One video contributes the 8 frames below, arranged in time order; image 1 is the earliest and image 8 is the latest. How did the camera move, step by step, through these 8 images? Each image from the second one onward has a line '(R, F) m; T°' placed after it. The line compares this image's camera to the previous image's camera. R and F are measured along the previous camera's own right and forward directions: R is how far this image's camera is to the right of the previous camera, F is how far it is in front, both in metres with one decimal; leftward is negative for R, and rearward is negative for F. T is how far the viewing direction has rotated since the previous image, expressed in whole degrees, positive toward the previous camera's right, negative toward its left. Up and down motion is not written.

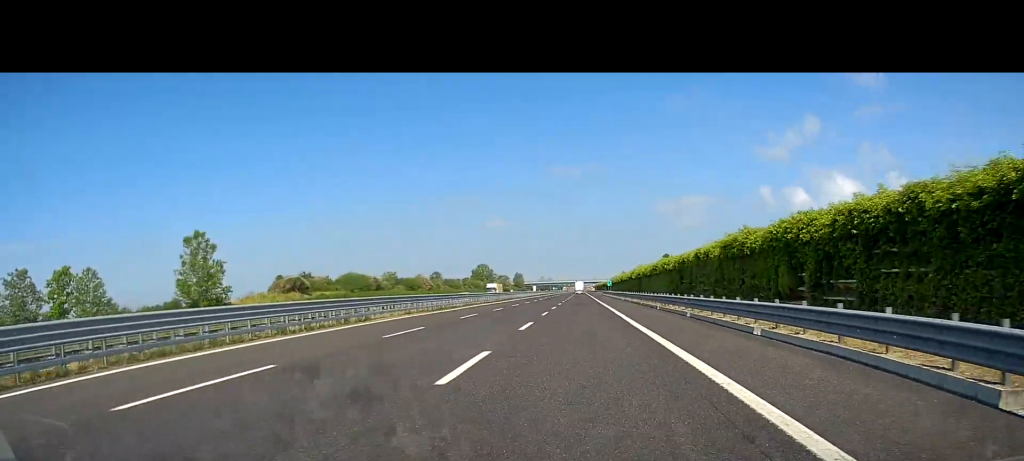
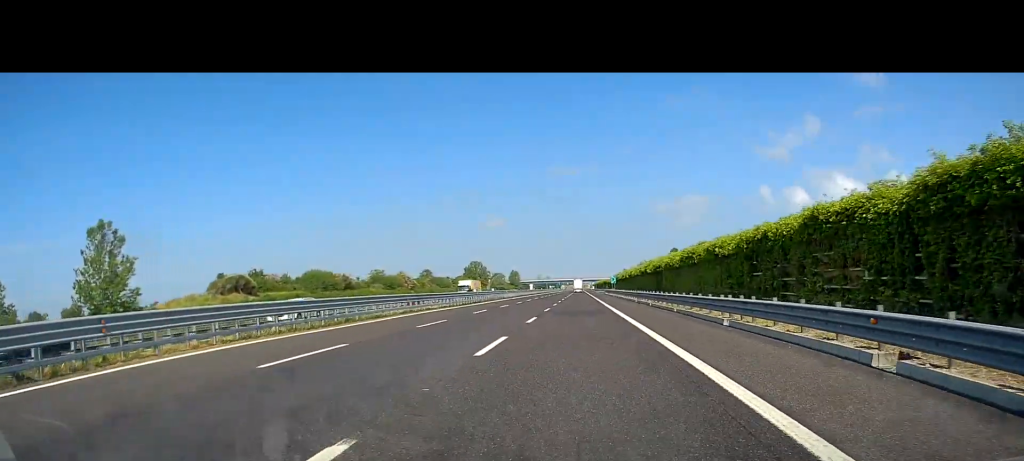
(+0.3, +20.1) m; 0°
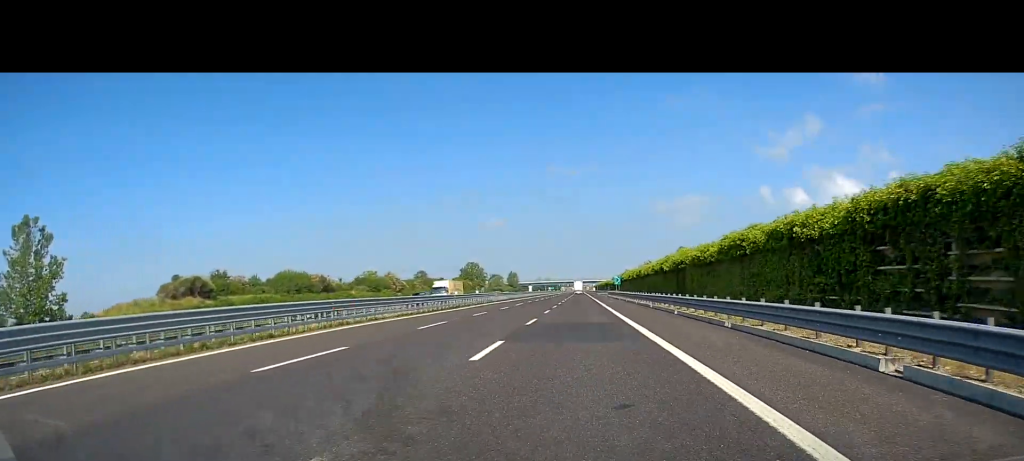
(-0.1, +12.3) m; 0°
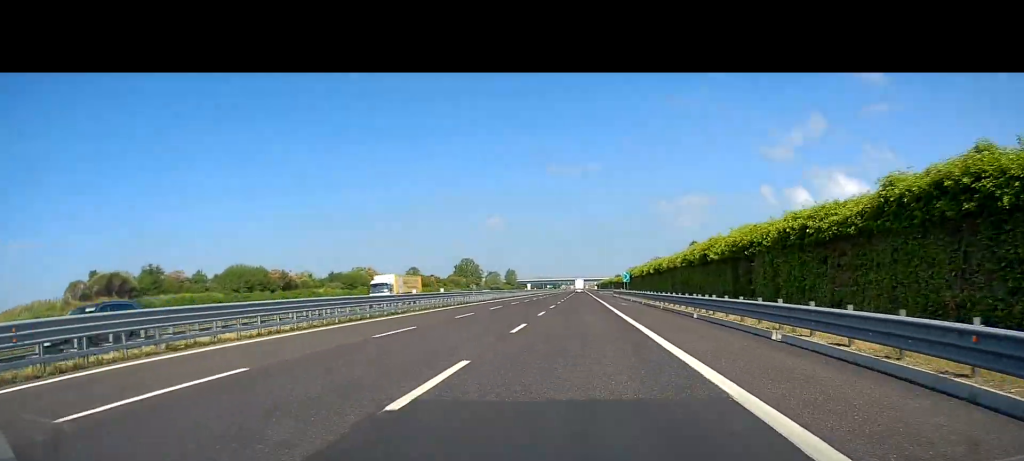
(-0.3, +17.5) m; 0°
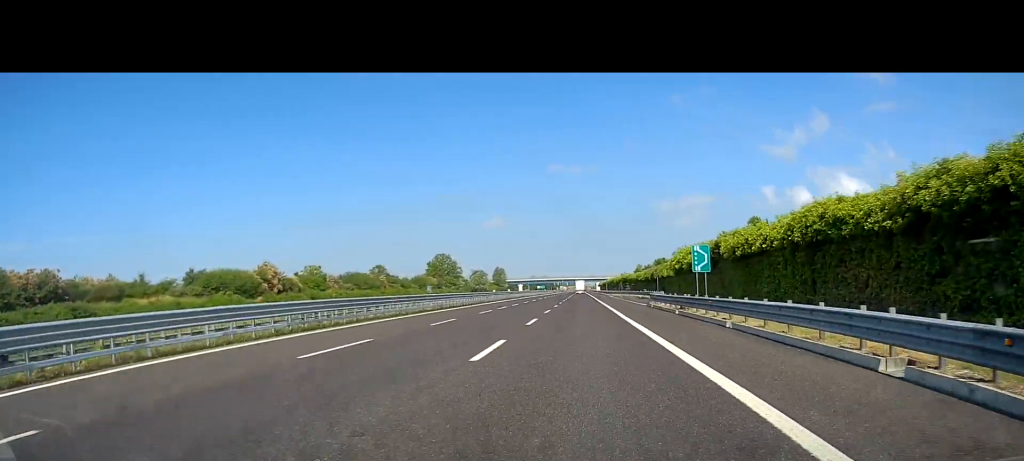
(-0.1, +54.4) m; -1°
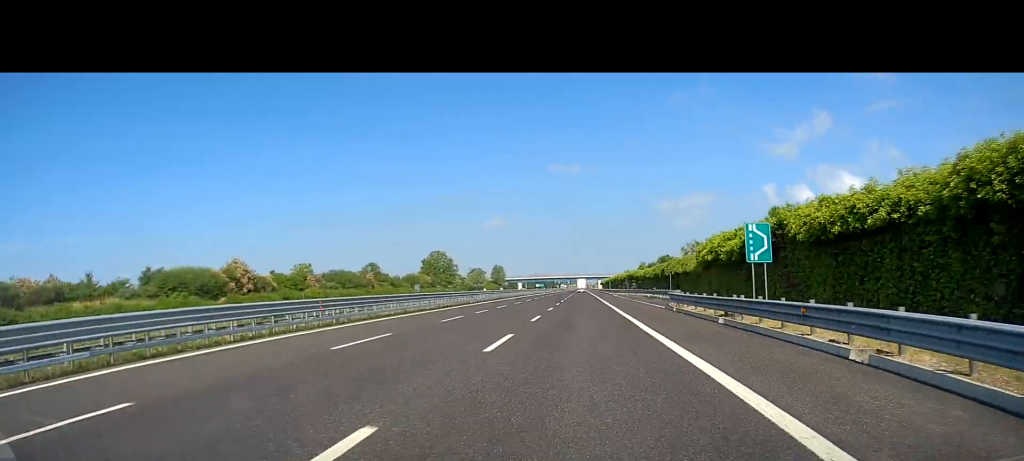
(0.0, +10.5) m; 0°
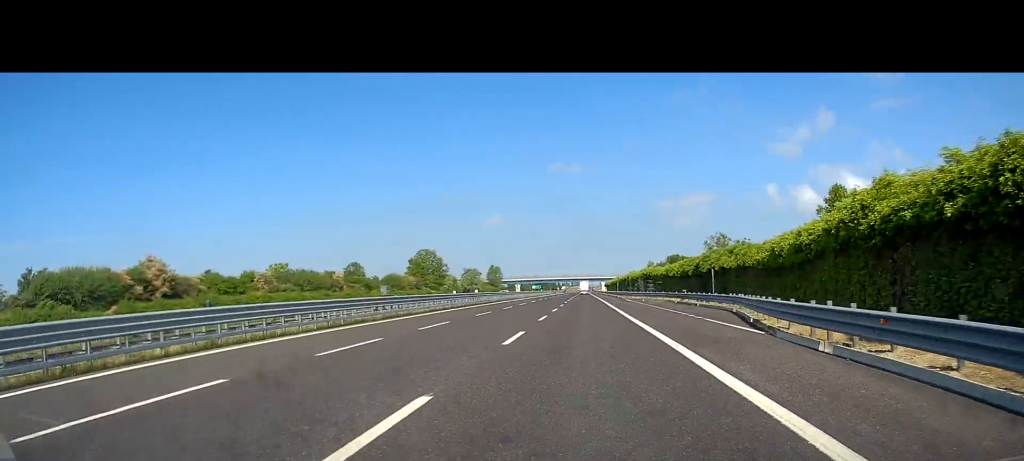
(0.0, +22.0) m; 0°
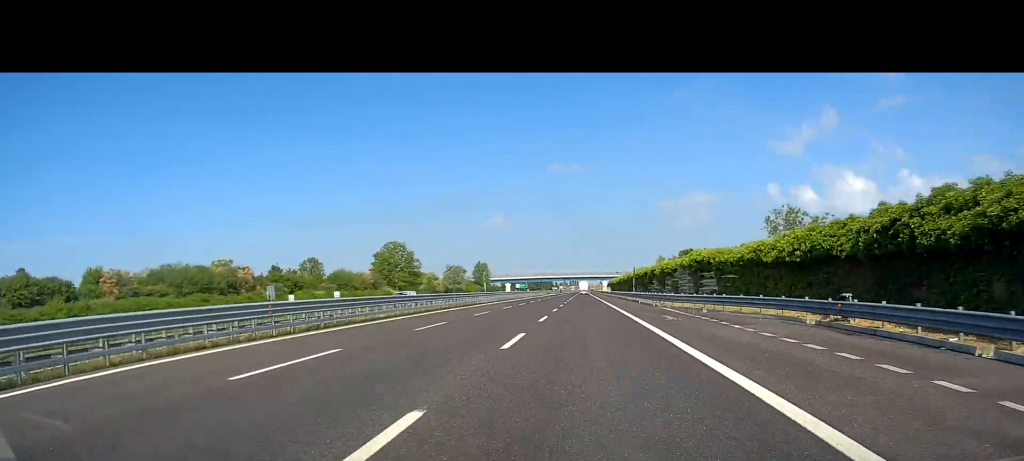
(-0.1, +36.9) m; 0°
